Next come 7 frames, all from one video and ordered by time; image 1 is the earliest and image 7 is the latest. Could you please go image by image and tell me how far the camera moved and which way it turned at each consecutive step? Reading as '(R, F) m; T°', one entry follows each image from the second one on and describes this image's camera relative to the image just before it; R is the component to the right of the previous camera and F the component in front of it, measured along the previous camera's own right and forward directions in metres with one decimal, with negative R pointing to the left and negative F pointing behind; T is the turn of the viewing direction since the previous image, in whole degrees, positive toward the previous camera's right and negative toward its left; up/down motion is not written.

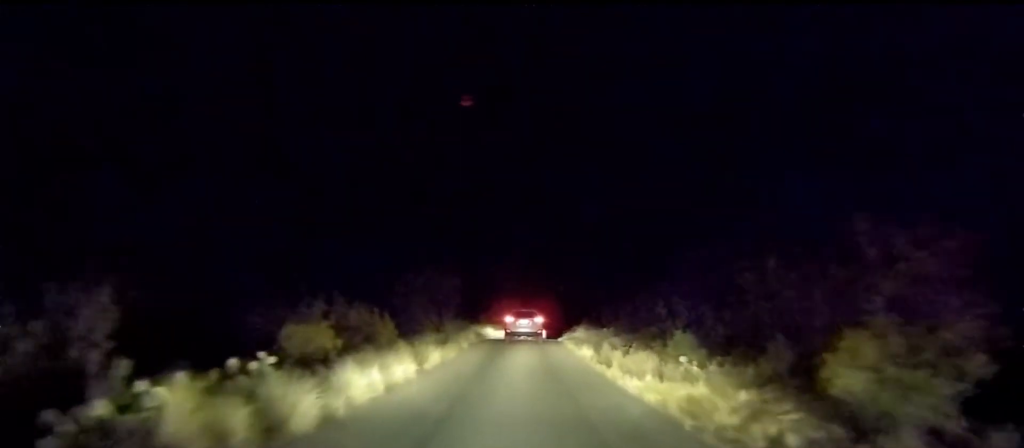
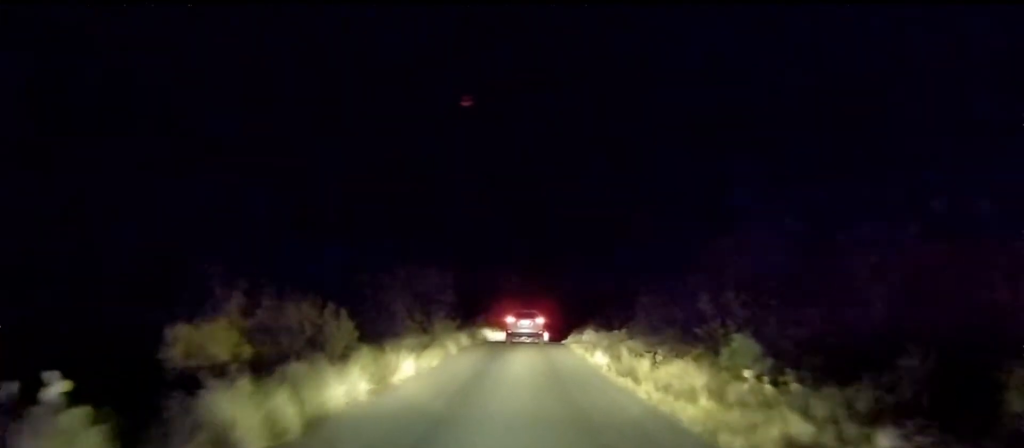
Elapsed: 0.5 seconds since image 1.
(+0.2, +3.4) m; 0°
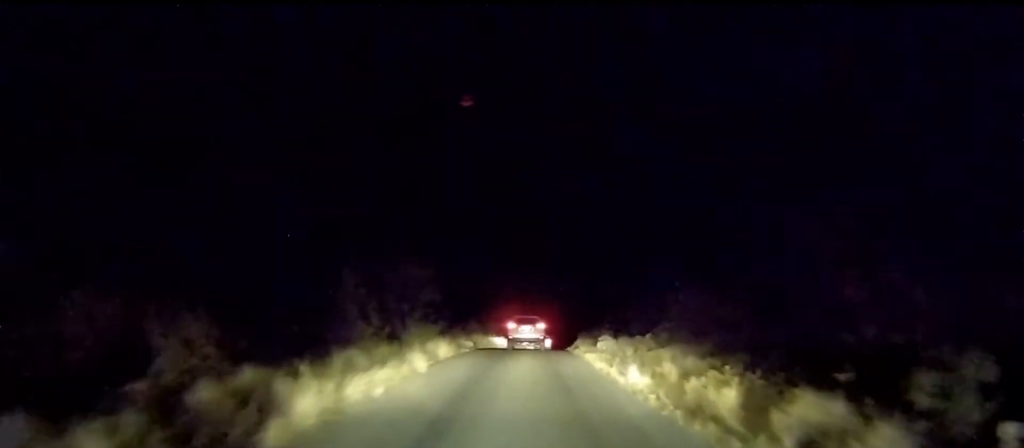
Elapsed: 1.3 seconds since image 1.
(-0.3, +5.2) m; 0°
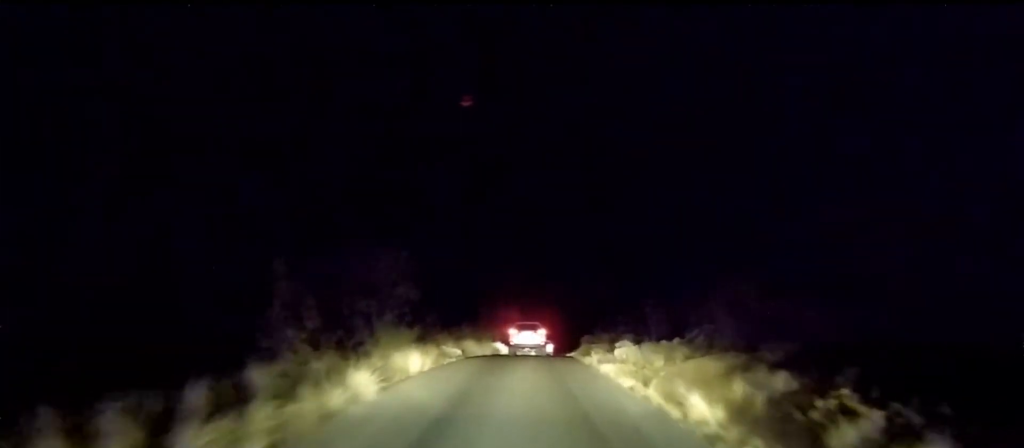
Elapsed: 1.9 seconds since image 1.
(+0.1, +4.1) m; +1°
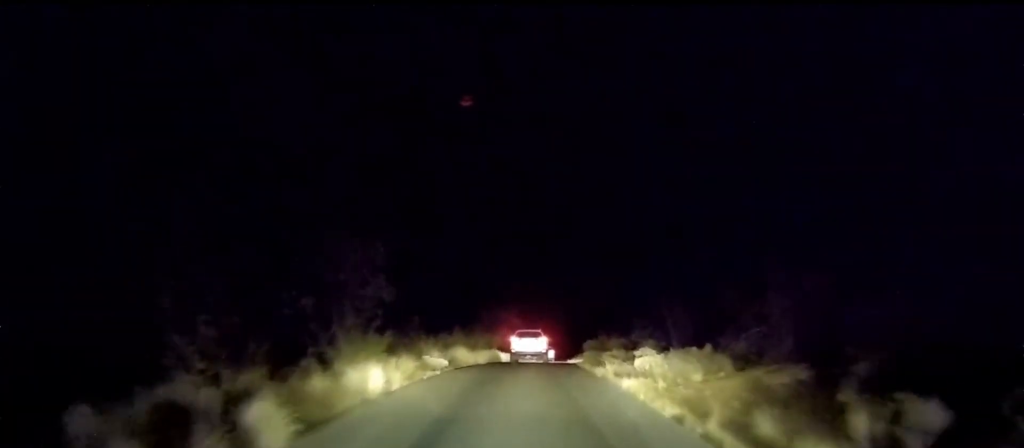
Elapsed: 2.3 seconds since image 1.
(+0.1, +3.2) m; +2°
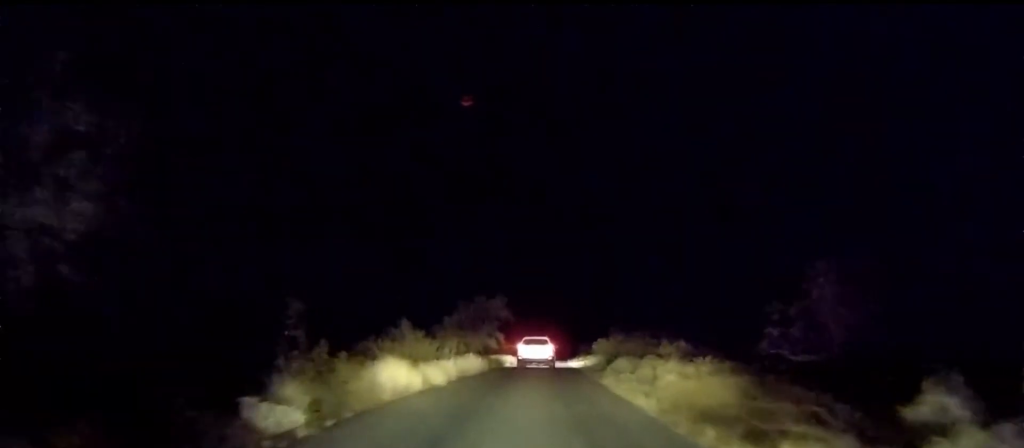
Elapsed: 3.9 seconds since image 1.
(-0.2, +10.5) m; -3°
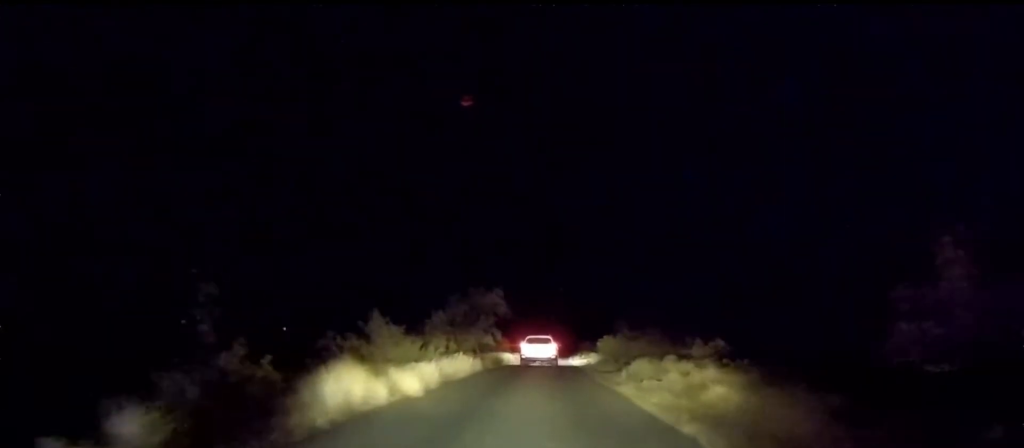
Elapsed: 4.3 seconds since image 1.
(-0.2, +2.9) m; 0°
